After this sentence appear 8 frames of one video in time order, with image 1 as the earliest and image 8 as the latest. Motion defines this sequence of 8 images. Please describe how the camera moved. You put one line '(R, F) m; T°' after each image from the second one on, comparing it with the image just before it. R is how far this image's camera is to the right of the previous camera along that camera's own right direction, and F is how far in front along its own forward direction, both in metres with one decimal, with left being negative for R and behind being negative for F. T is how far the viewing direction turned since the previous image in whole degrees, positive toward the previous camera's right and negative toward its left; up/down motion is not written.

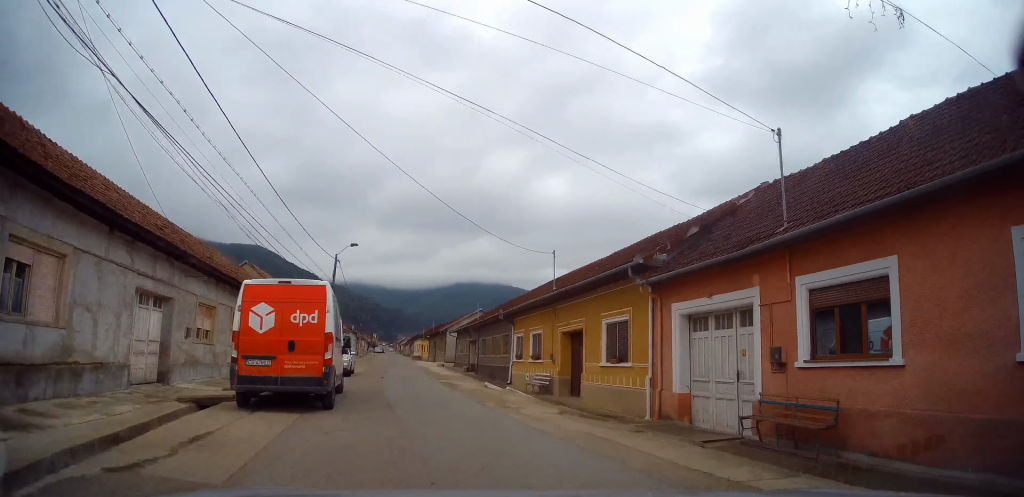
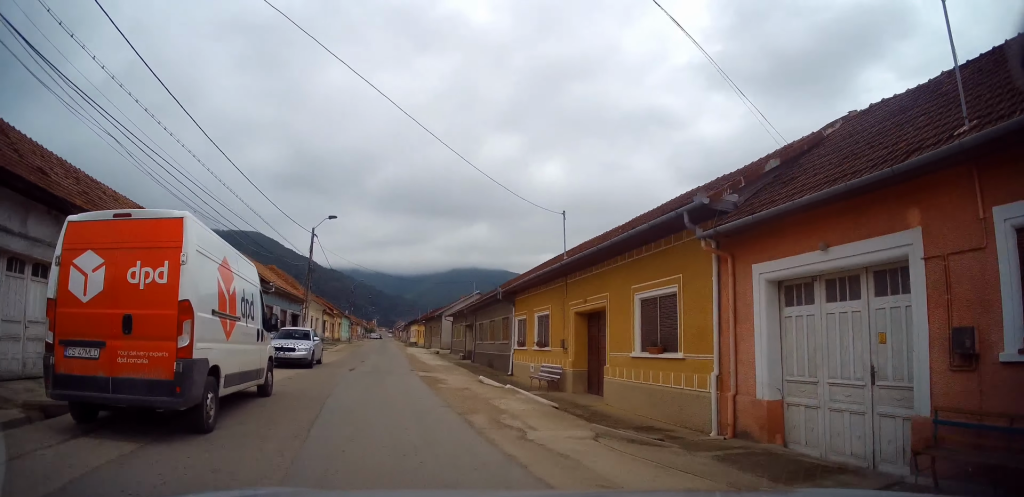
(+0.3, +5.0) m; -2°
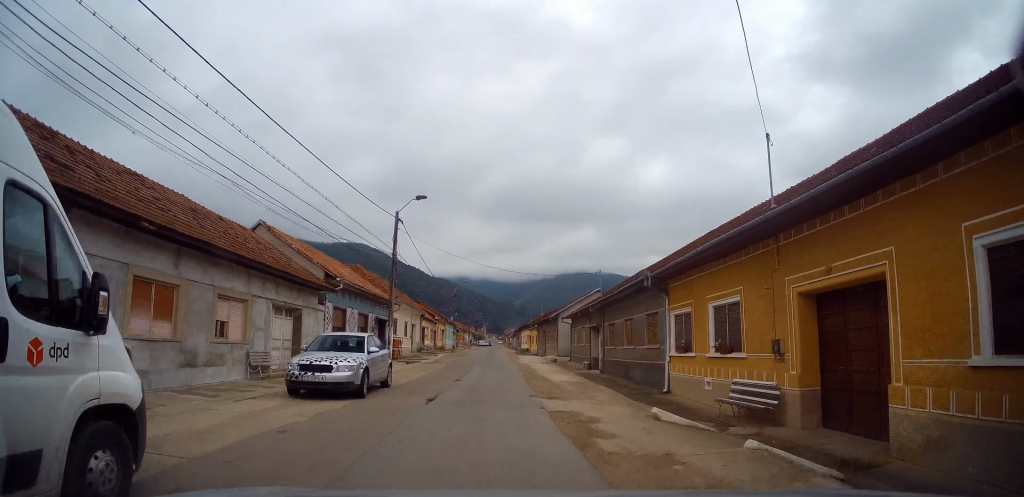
(-0.9, +7.6) m; -10°
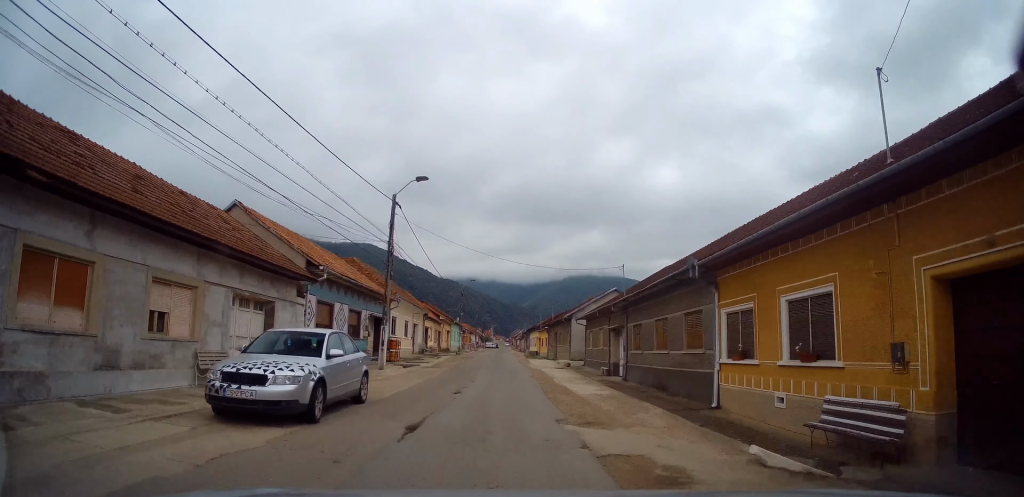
(-0.2, +3.5) m; +1°
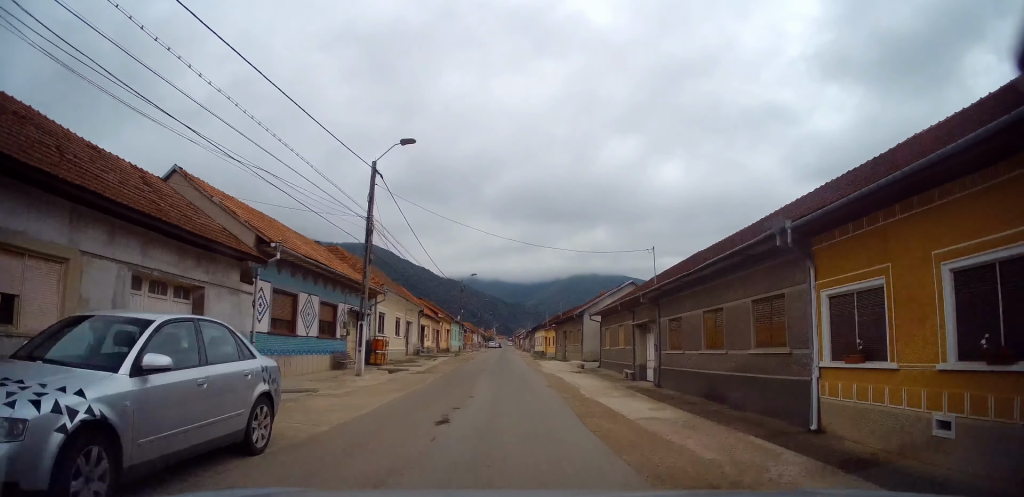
(+0.3, +4.9) m; -1°
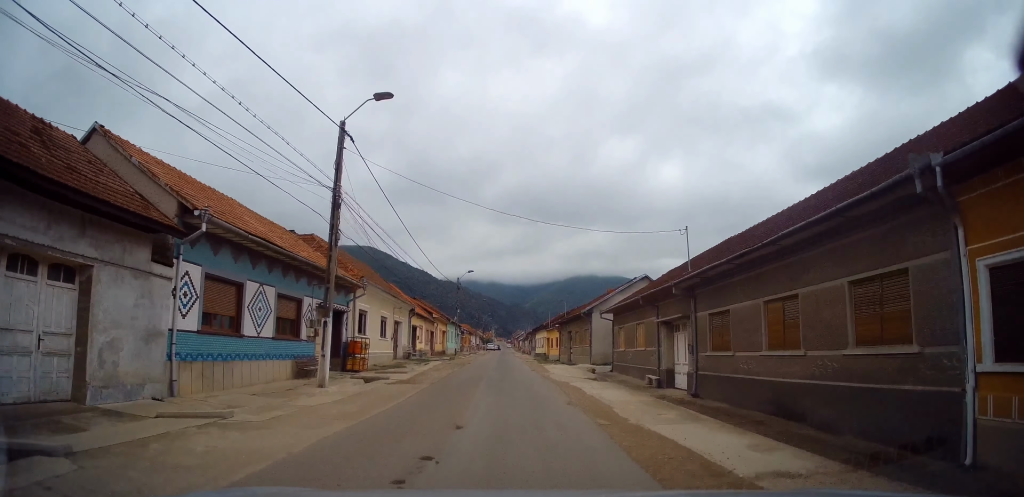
(-0.1, +4.3) m; -1°
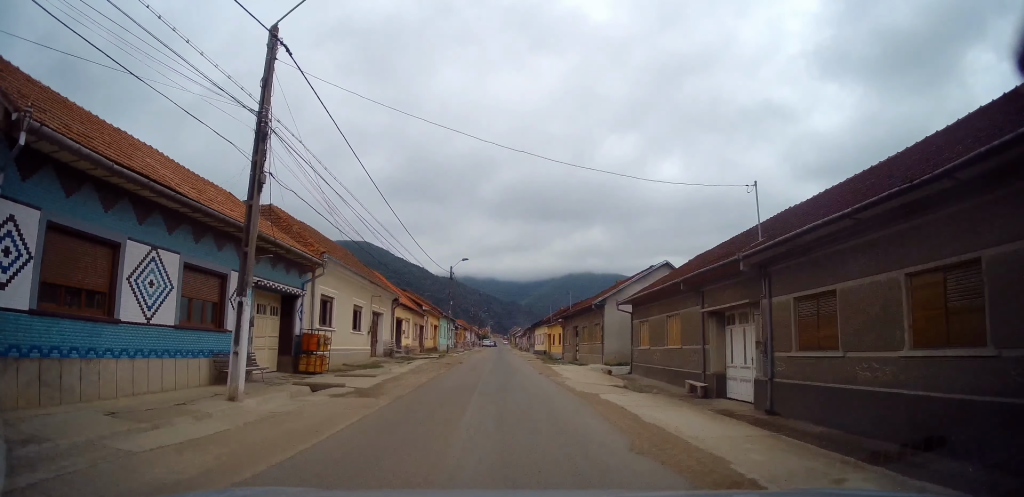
(-0.2, +5.4) m; 0°
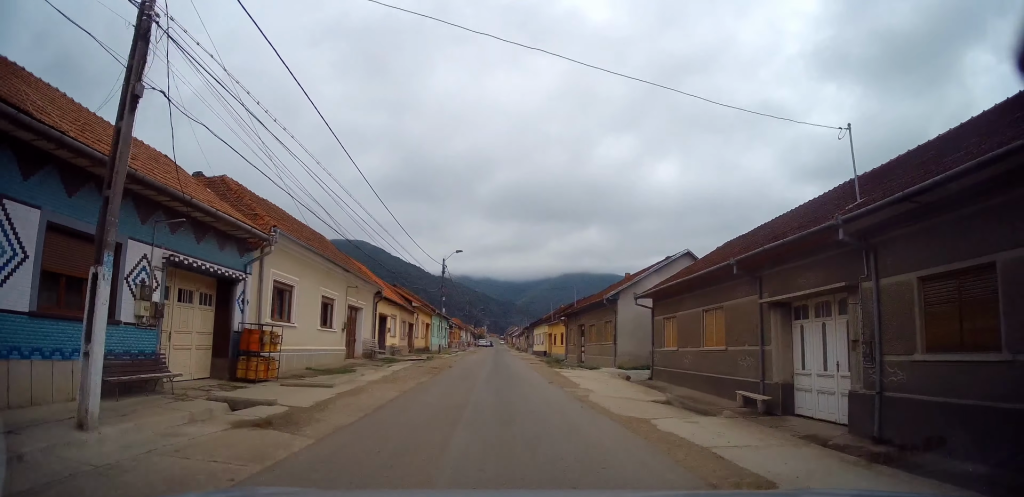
(+0.2, +4.4) m; +2°
